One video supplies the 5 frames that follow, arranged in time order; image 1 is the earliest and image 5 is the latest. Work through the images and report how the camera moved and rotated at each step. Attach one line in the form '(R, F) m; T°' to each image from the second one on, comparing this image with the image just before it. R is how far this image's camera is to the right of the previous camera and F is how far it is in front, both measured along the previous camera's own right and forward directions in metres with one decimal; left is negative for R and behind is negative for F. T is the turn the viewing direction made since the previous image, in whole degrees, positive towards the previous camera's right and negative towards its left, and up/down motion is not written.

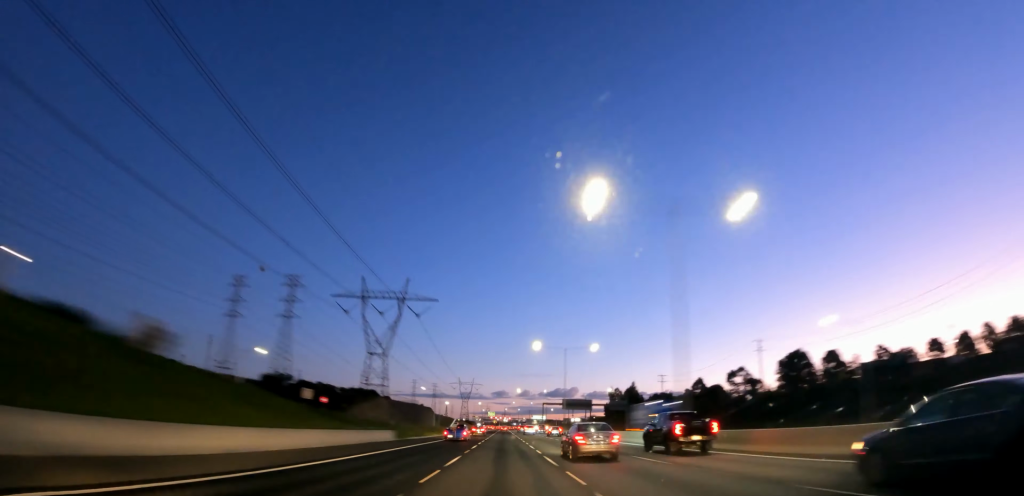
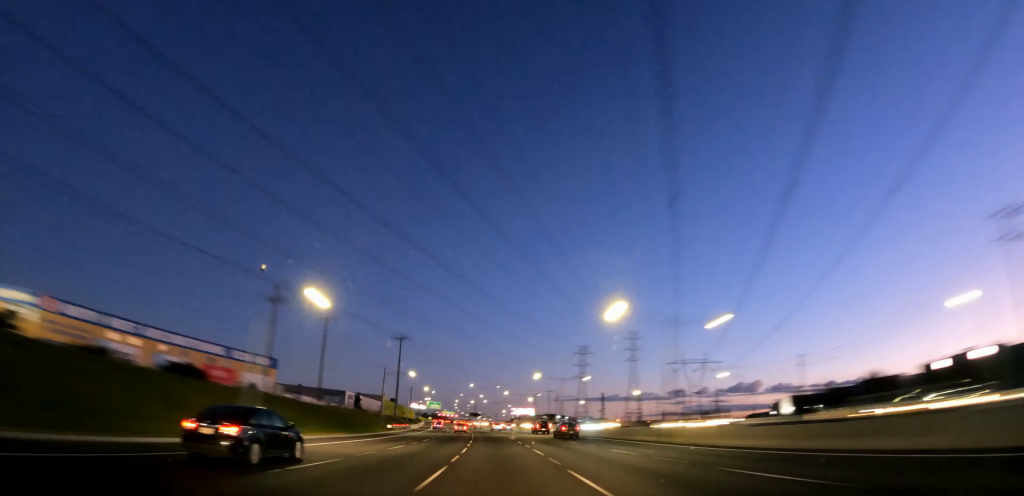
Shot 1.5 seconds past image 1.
(0.0, +41.9) m; +2°
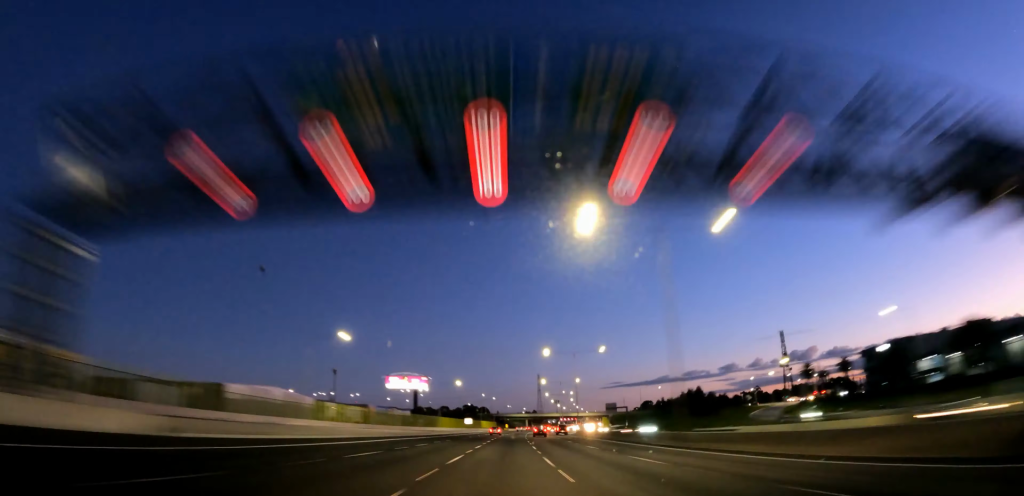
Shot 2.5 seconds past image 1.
(+0.4, +28.8) m; 0°
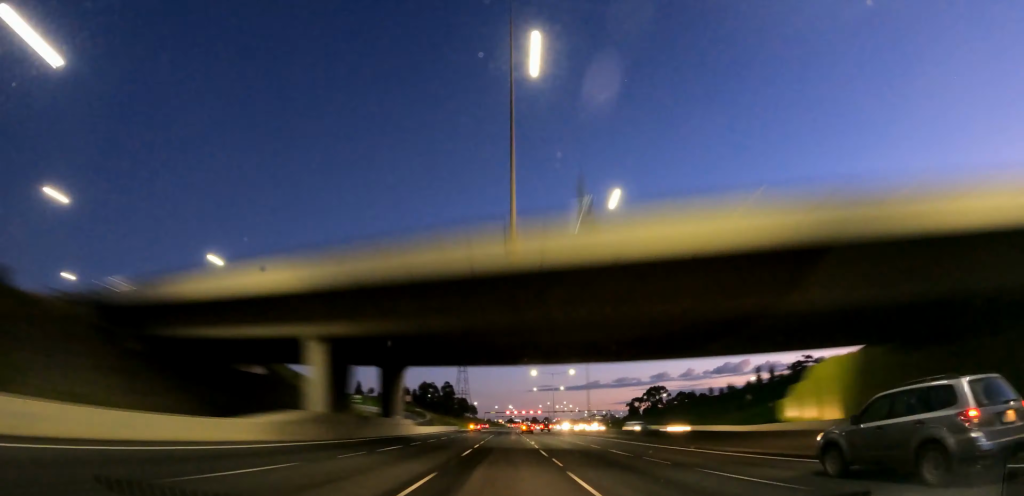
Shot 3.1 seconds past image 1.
(-1.1, +18.3) m; 0°
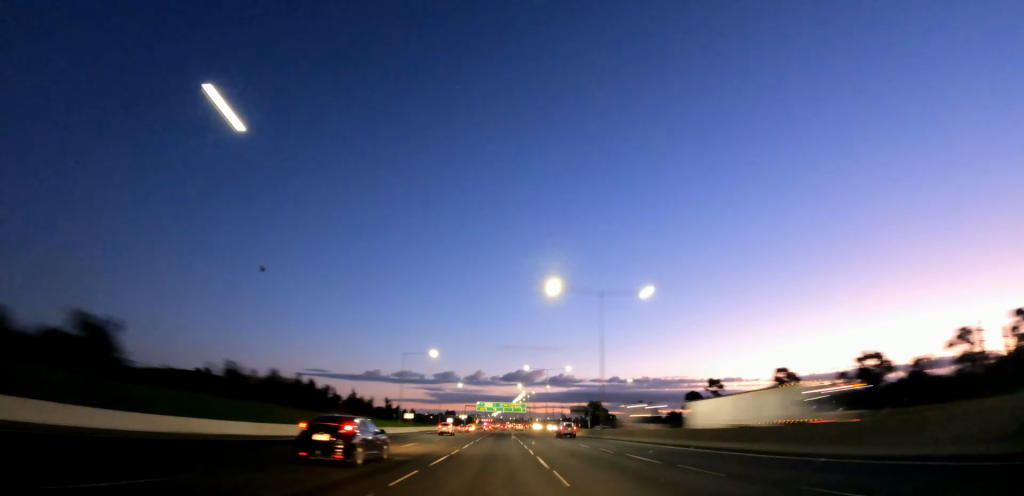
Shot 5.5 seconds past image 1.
(+4.5, +69.0) m; +4°
